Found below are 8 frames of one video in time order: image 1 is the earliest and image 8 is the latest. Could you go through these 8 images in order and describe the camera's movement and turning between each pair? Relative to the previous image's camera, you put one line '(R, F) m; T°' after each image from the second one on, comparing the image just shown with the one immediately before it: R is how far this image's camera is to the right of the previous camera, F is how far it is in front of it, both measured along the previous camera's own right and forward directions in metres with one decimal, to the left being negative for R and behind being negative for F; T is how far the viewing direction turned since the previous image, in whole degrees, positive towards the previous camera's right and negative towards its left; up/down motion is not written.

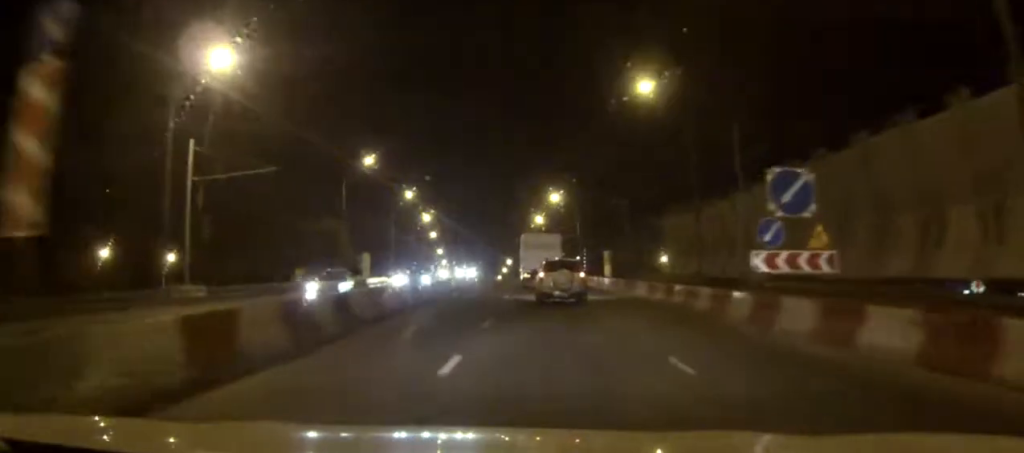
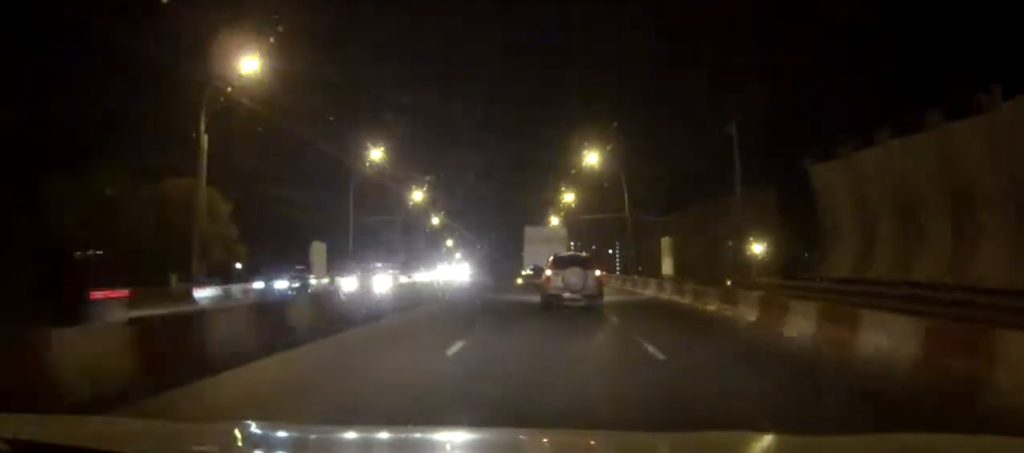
(-1.0, +39.2) m; -2°
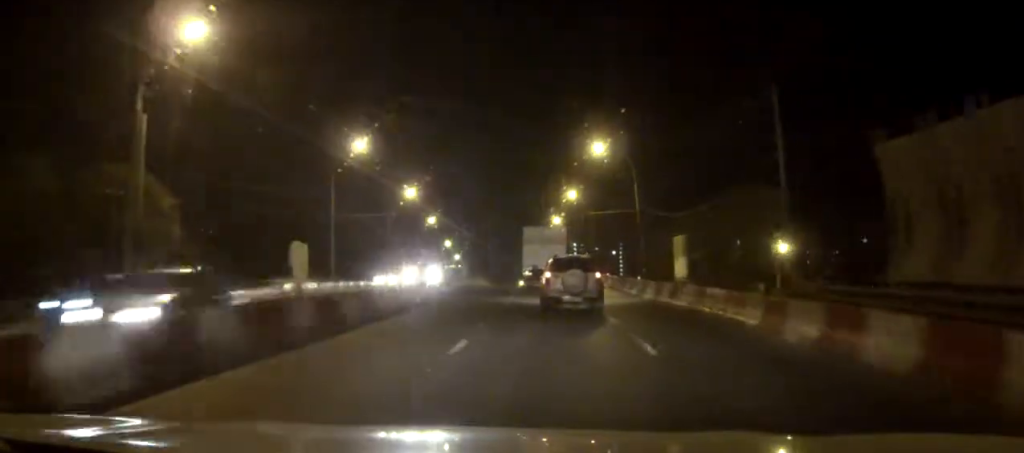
(0.0, +7.8) m; 0°
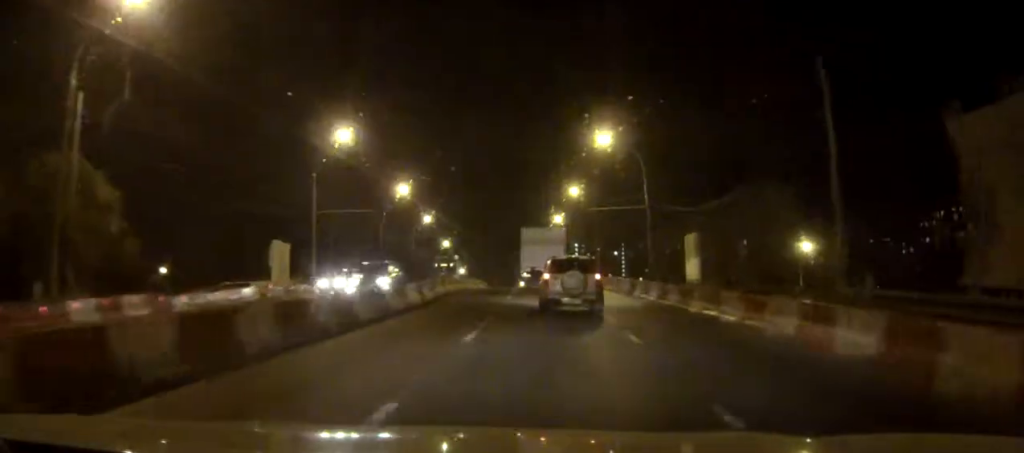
(0.0, +6.2) m; 0°
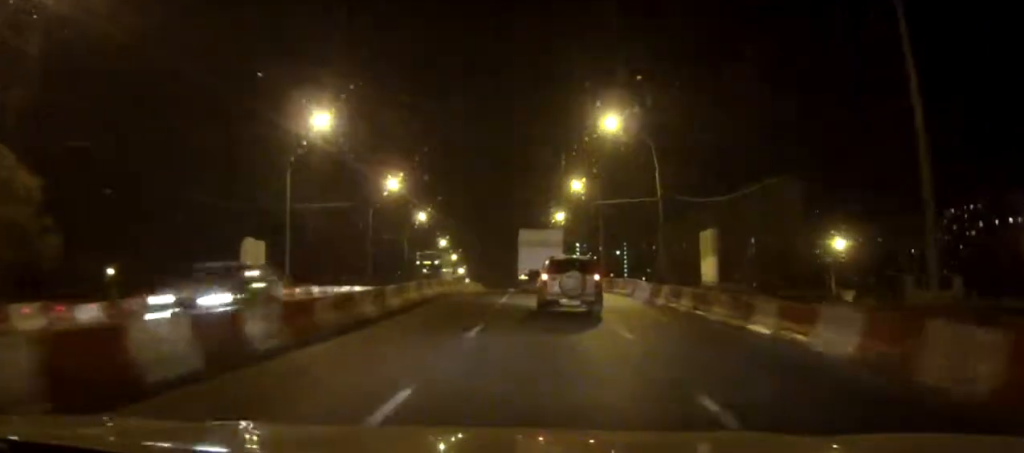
(0.0, +7.1) m; 0°
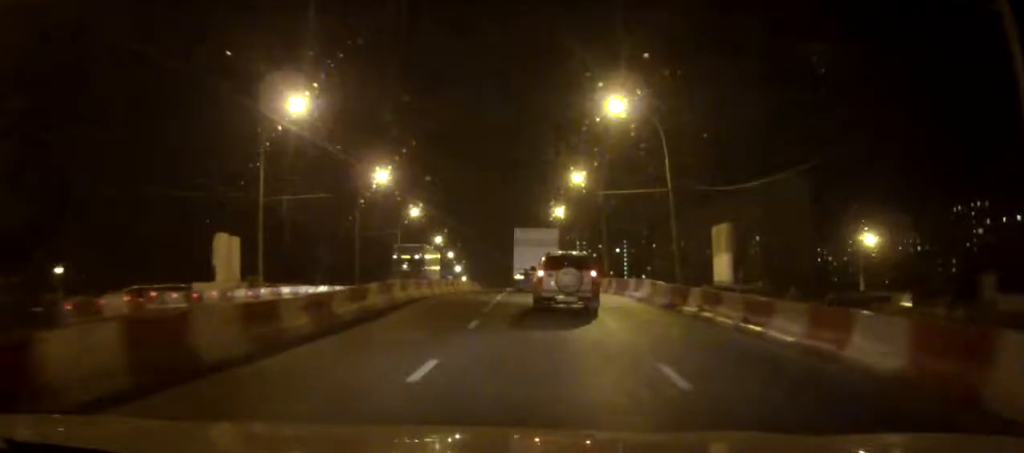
(0.0, +5.7) m; 0°
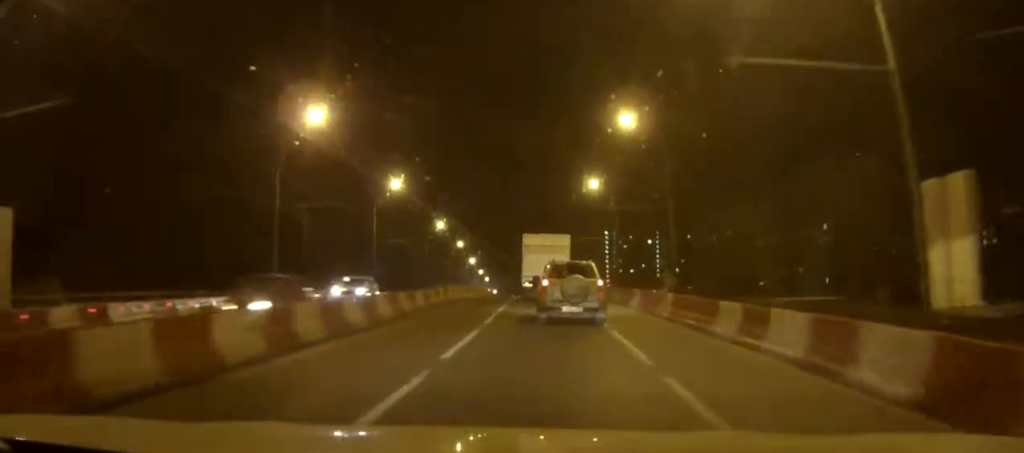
(-0.4, +33.5) m; -2°
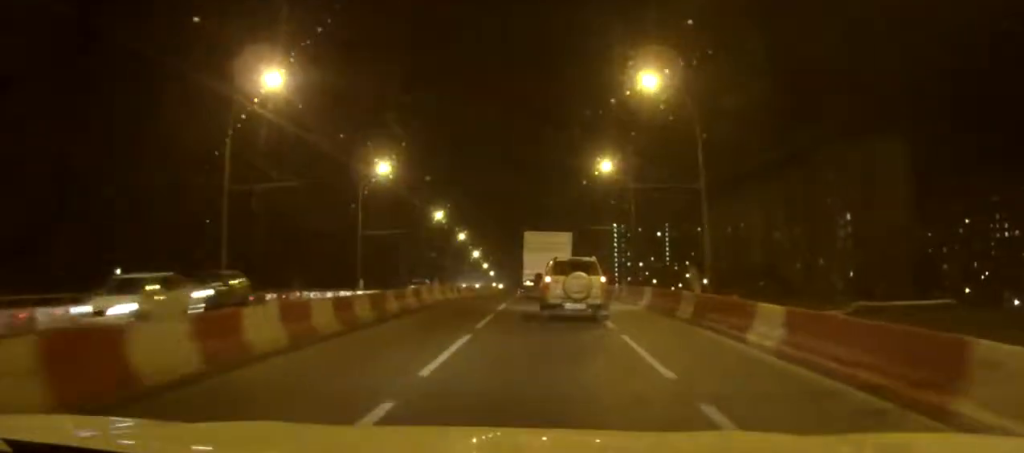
(-0.1, +10.2) m; -1°
